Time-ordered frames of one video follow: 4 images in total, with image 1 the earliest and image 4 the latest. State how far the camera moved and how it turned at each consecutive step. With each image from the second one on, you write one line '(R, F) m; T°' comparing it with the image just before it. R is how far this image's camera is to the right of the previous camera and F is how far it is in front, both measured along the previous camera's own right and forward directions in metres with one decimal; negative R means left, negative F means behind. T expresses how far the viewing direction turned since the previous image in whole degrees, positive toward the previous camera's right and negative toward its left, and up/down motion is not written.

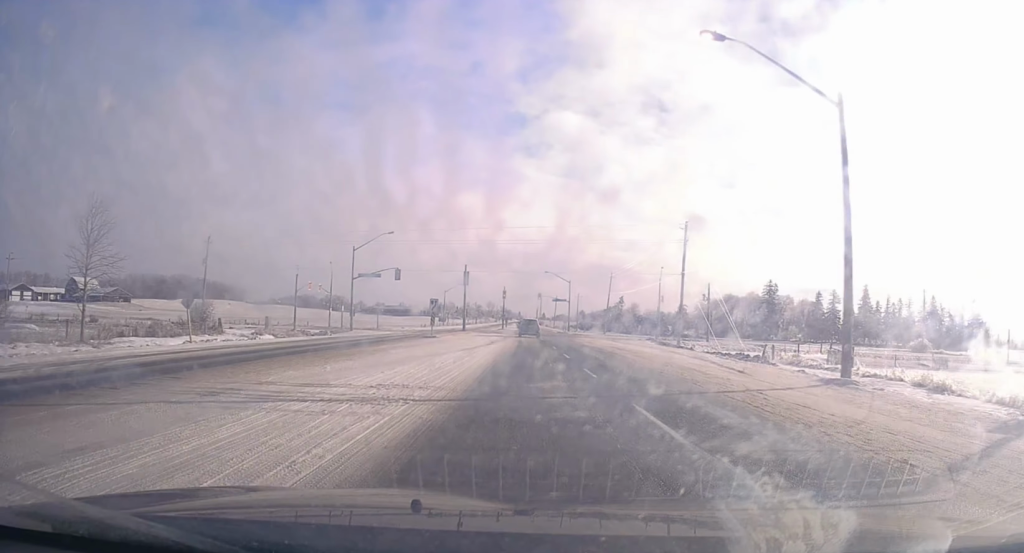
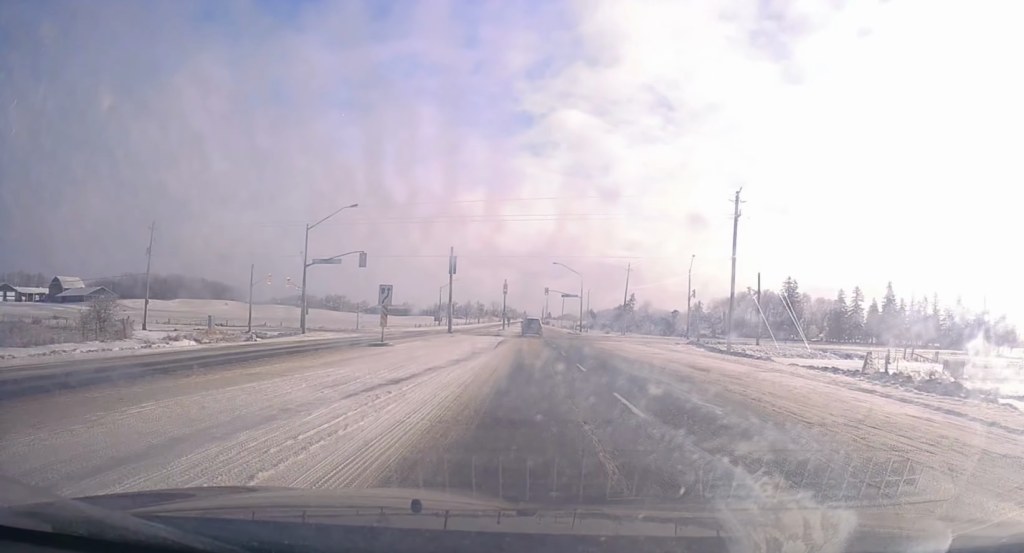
(-0.4, +16.4) m; 0°
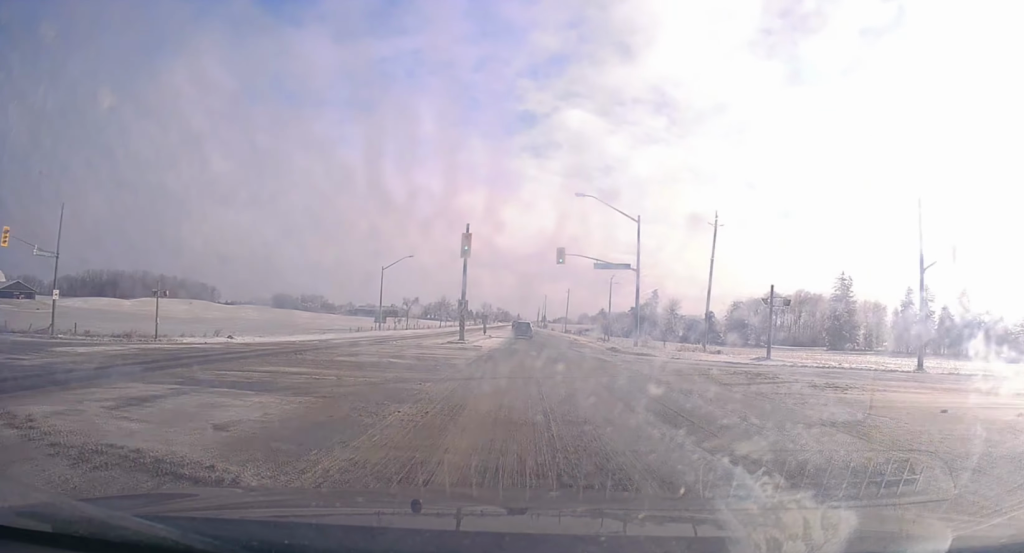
(+0.8, +54.0) m; +1°
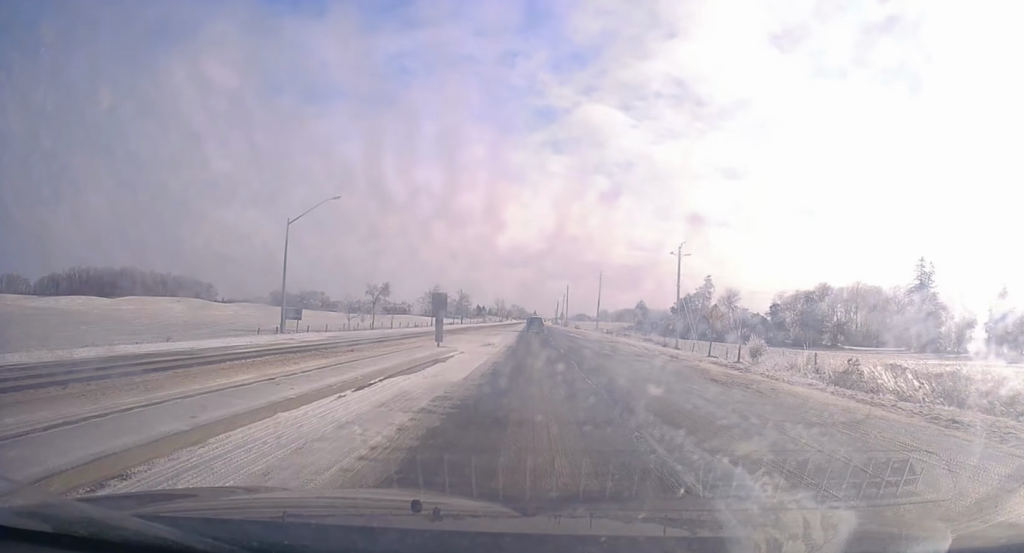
(-0.5, +41.9) m; -3°
